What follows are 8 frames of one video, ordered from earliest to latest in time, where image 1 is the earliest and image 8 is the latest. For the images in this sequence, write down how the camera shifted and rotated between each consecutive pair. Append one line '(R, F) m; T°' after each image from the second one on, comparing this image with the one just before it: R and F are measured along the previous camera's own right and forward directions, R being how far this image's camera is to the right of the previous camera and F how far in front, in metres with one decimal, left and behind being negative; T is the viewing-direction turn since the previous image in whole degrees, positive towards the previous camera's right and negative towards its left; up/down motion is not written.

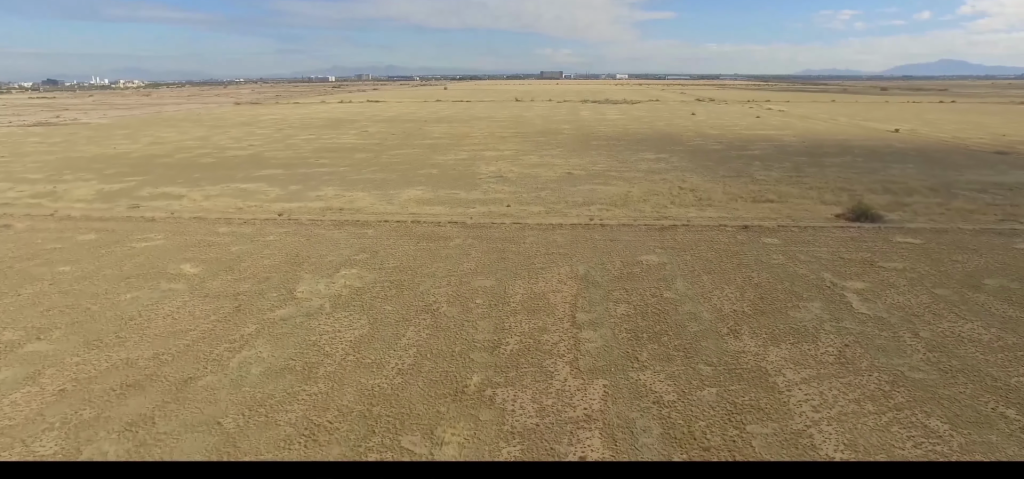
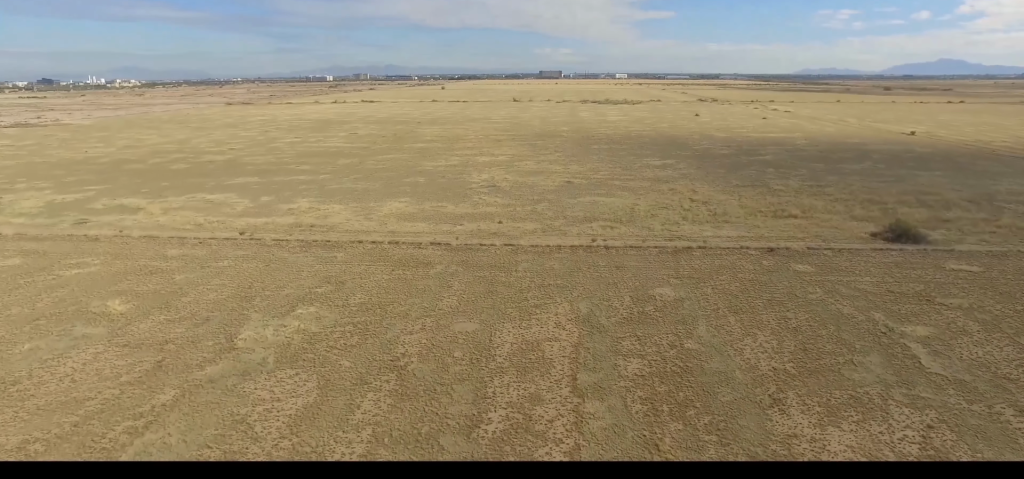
(0.0, +8.4) m; +2°
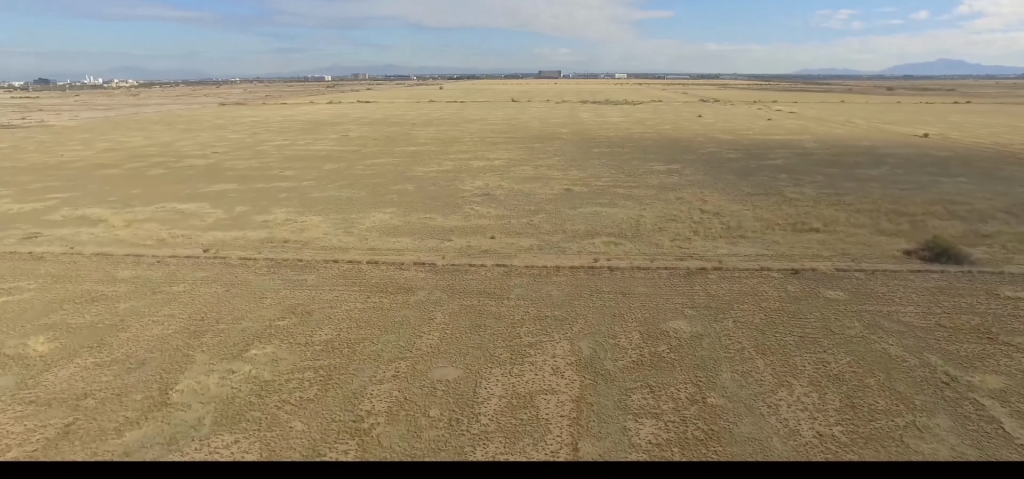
(+0.2, +6.0) m; +1°
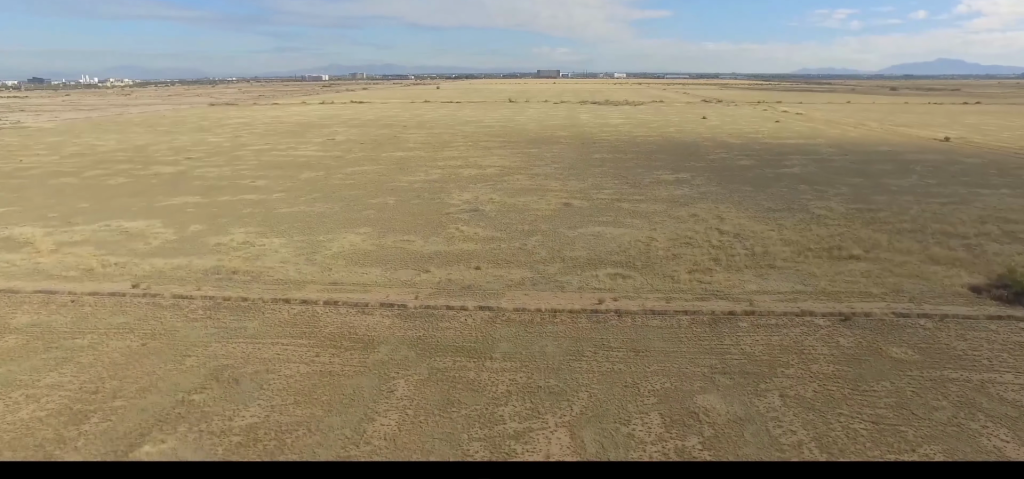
(+0.2, +9.5) m; +2°
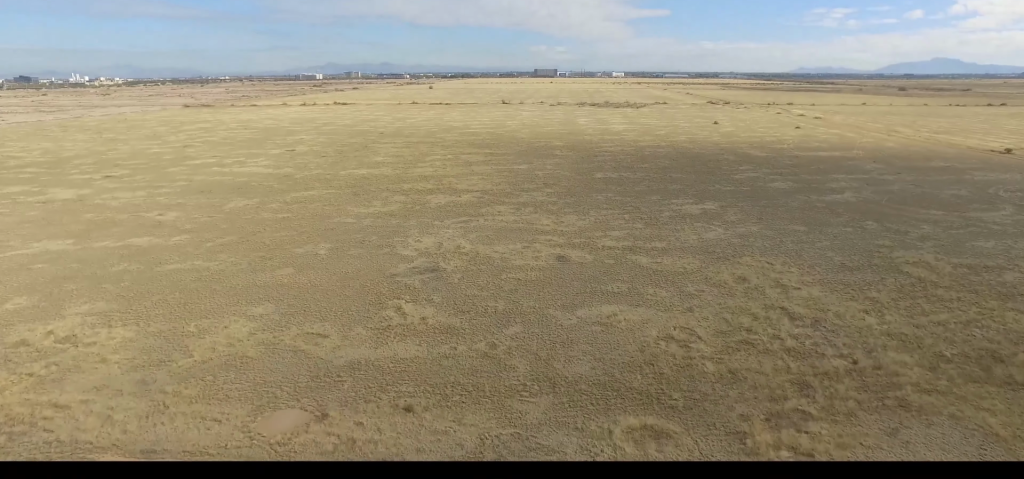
(+0.6, +22.4) m; +2°
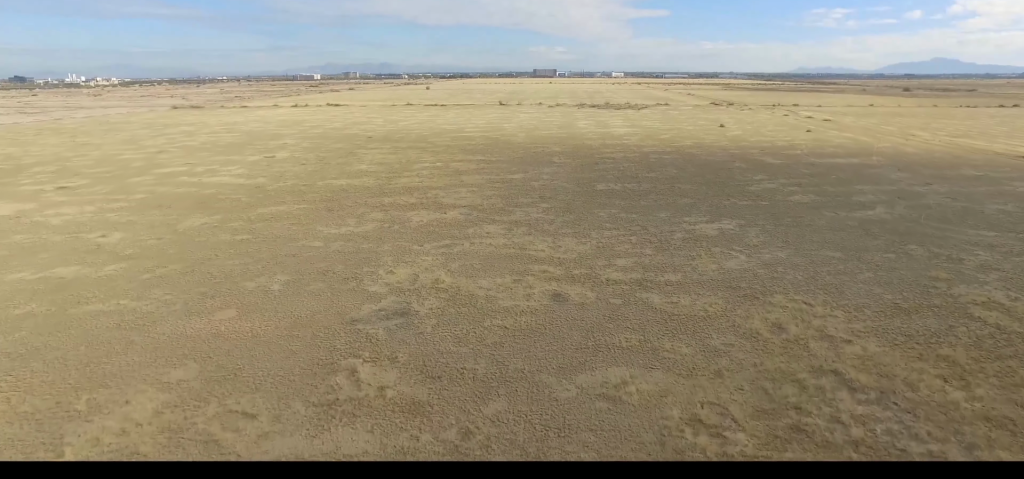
(+0.1, +9.7) m; +1°
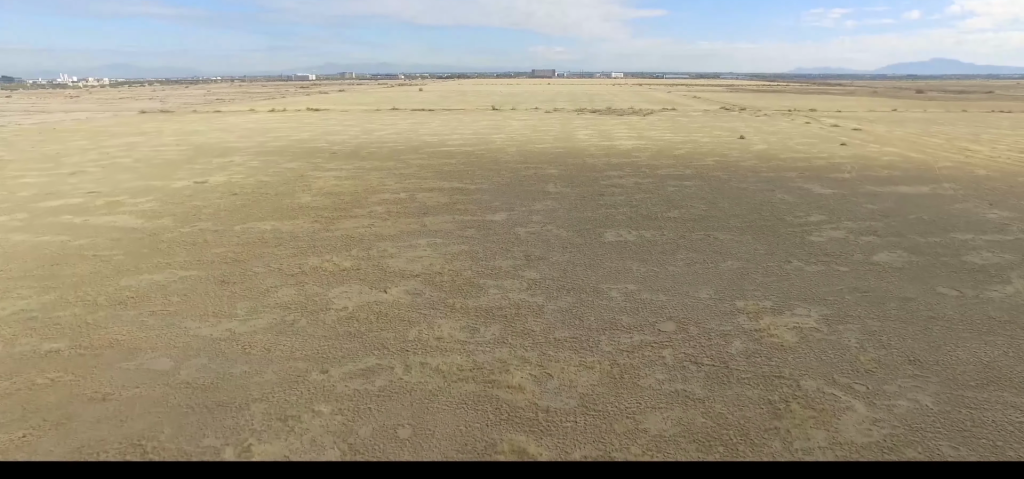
(+0.3, +24.5) m; +1°
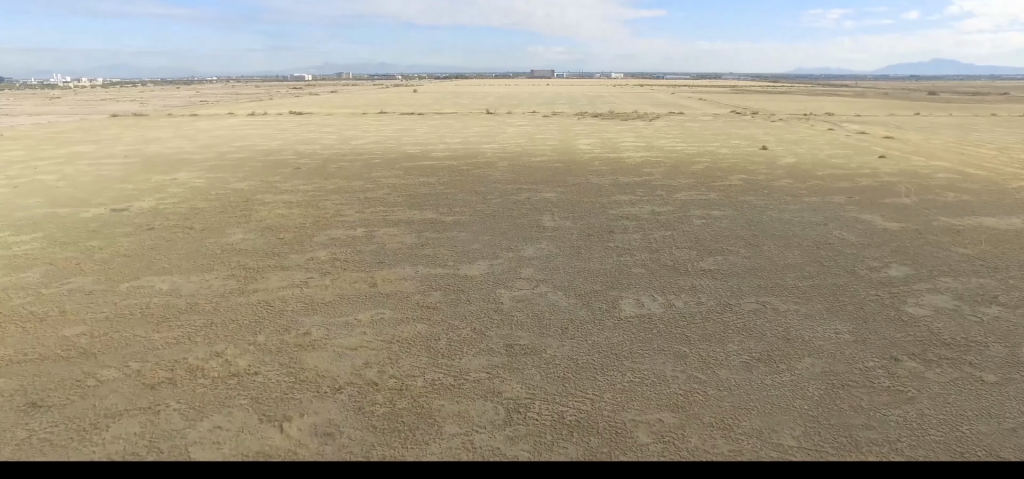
(0.0, +19.8) m; 0°
